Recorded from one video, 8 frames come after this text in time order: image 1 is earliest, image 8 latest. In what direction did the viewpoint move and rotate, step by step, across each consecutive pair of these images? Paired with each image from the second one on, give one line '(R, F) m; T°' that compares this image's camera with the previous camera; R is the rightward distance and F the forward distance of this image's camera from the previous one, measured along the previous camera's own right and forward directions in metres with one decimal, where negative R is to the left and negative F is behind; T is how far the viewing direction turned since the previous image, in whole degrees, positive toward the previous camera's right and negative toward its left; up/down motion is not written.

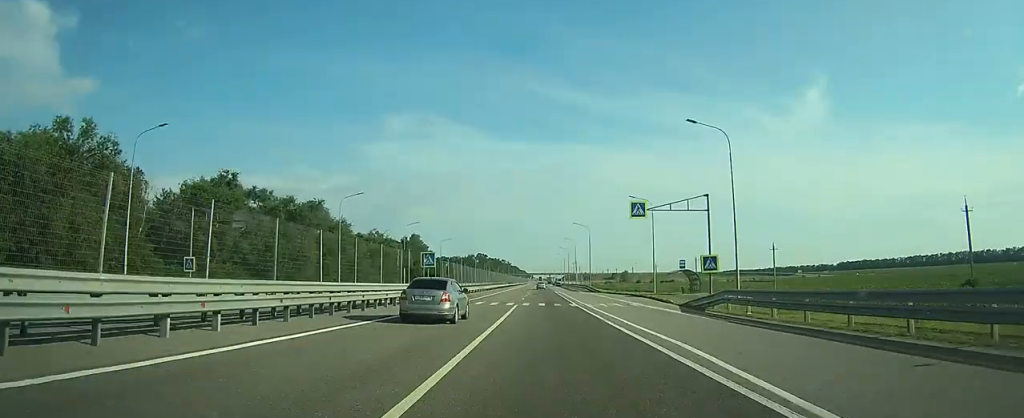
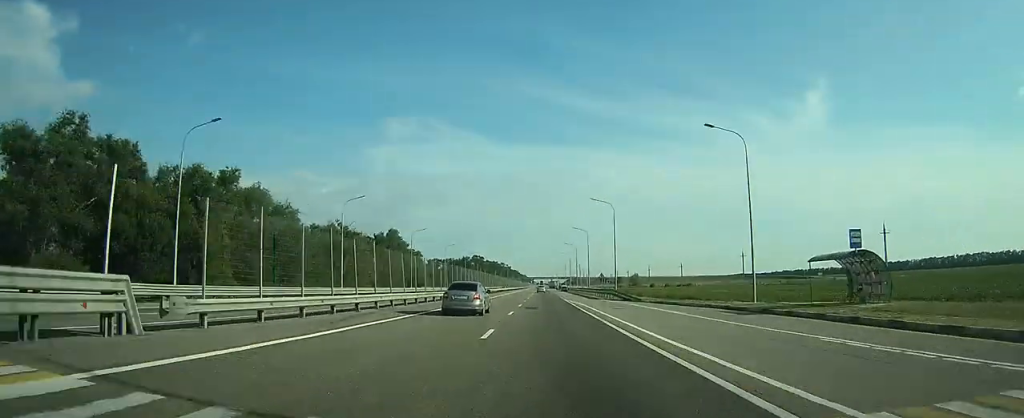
(0.0, +34.6) m; 0°
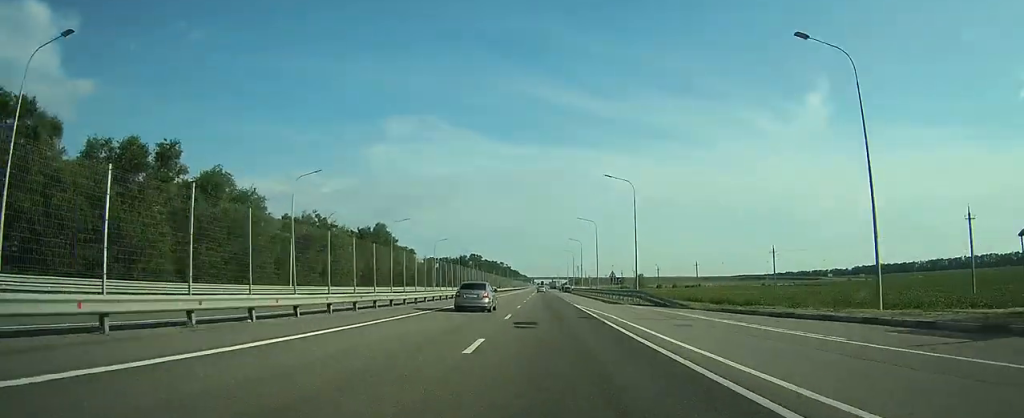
(0.0, +15.5) m; 0°
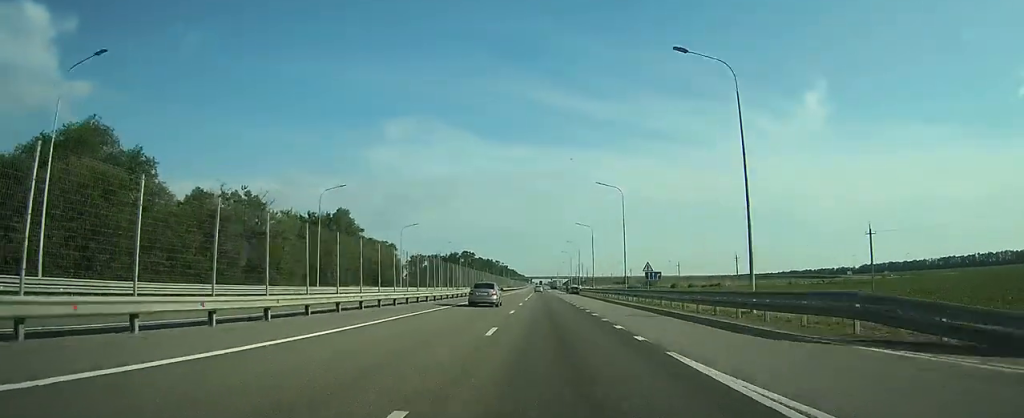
(-0.1, +32.0) m; 0°
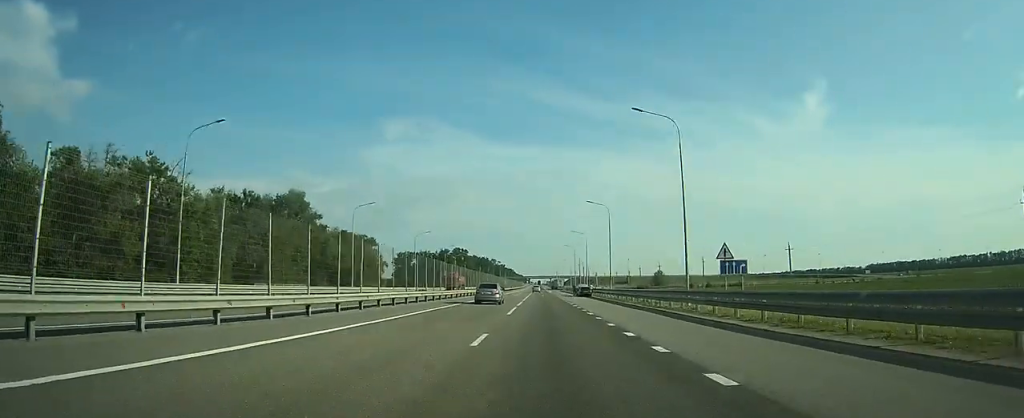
(0.0, +26.7) m; 0°
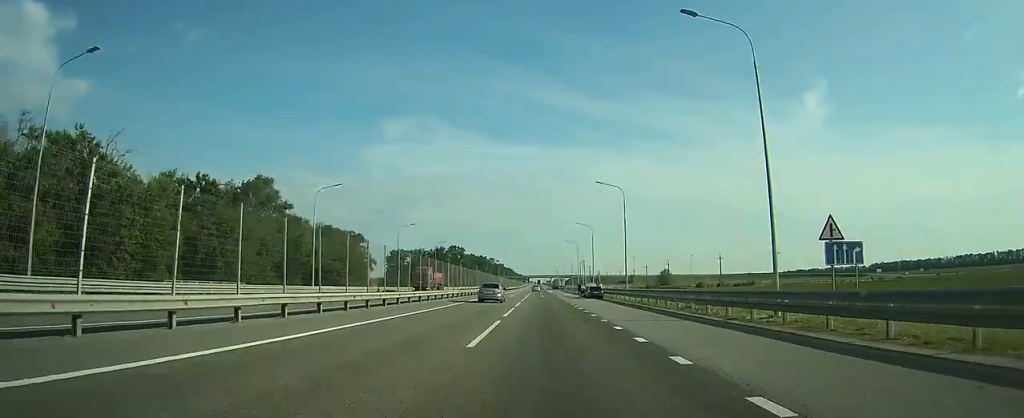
(+0.1, +13.8) m; 0°
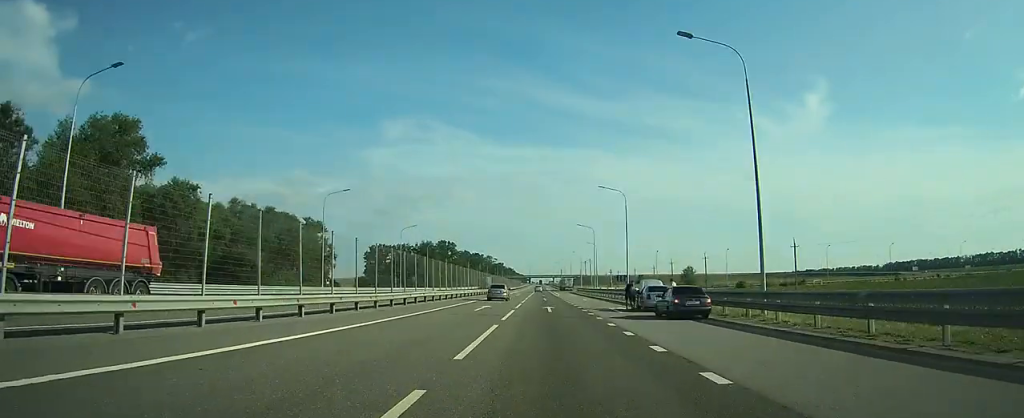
(-0.1, +37.9) m; 0°
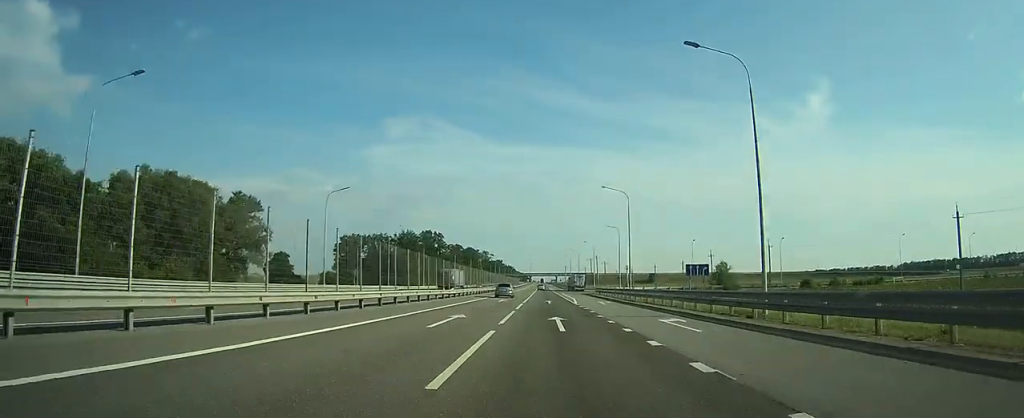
(-0.1, +39.0) m; 0°
